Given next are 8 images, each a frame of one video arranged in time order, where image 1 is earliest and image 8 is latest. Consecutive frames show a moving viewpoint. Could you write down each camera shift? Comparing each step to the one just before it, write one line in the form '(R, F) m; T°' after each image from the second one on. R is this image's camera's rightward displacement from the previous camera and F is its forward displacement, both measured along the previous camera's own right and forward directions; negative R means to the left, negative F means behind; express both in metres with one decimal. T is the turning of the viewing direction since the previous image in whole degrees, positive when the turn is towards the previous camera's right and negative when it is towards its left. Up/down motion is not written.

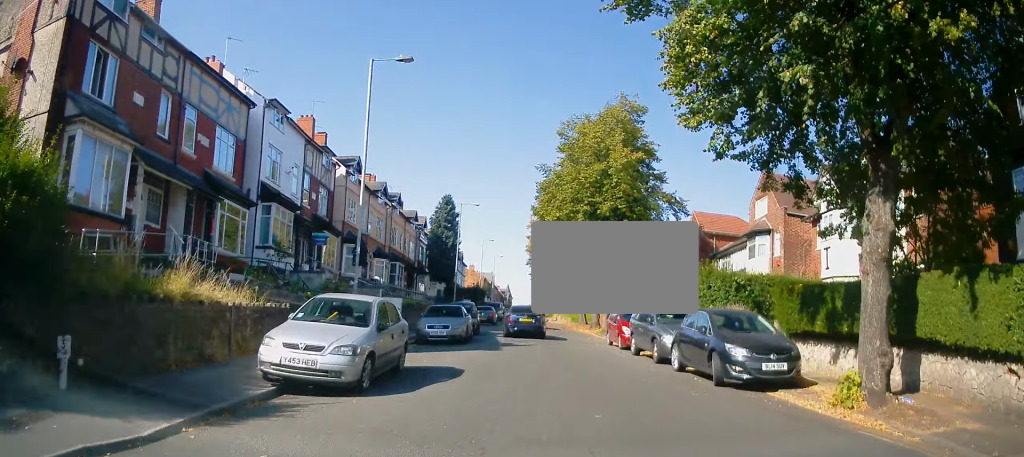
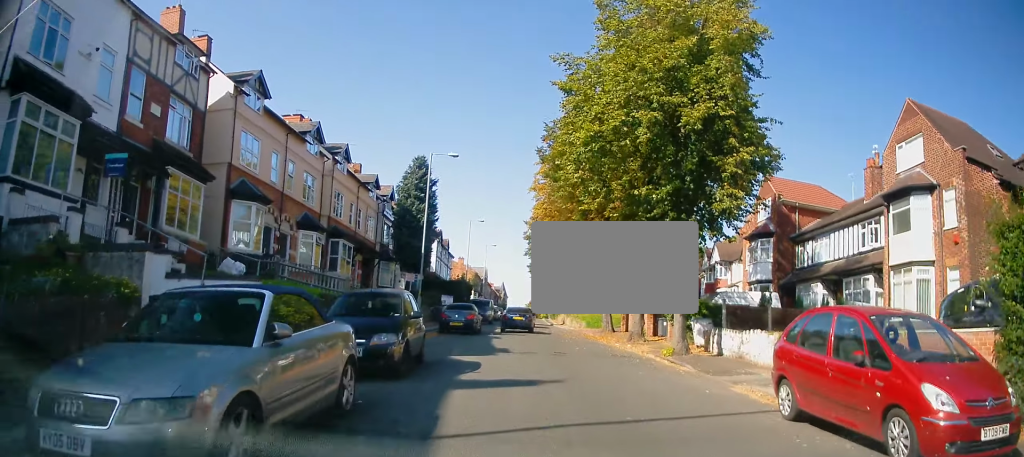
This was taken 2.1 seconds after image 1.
(+0.6, +16.5) m; +2°
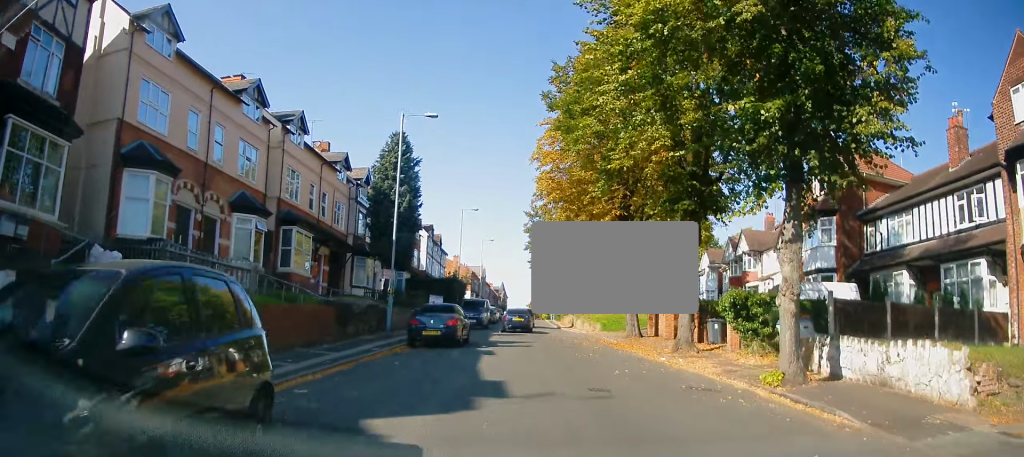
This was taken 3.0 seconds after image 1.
(-0.3, +7.9) m; -1°
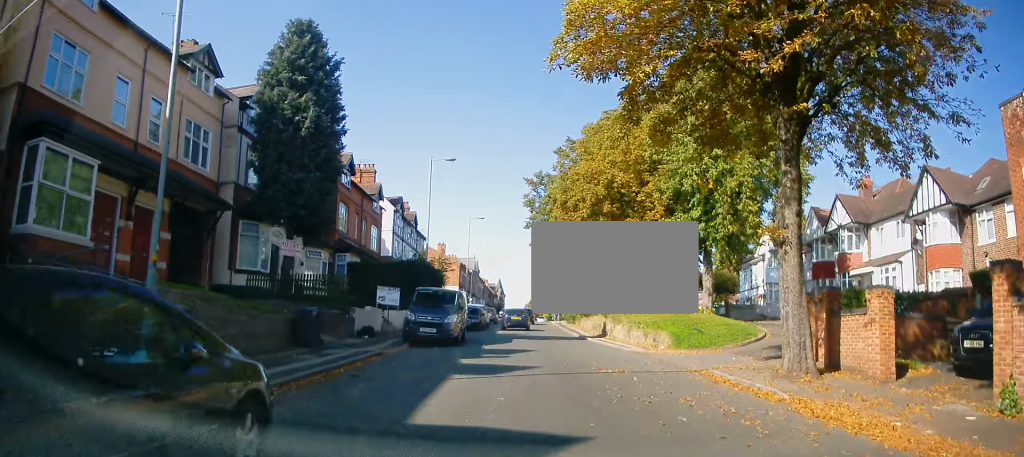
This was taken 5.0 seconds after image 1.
(+0.5, +18.0) m; +1°
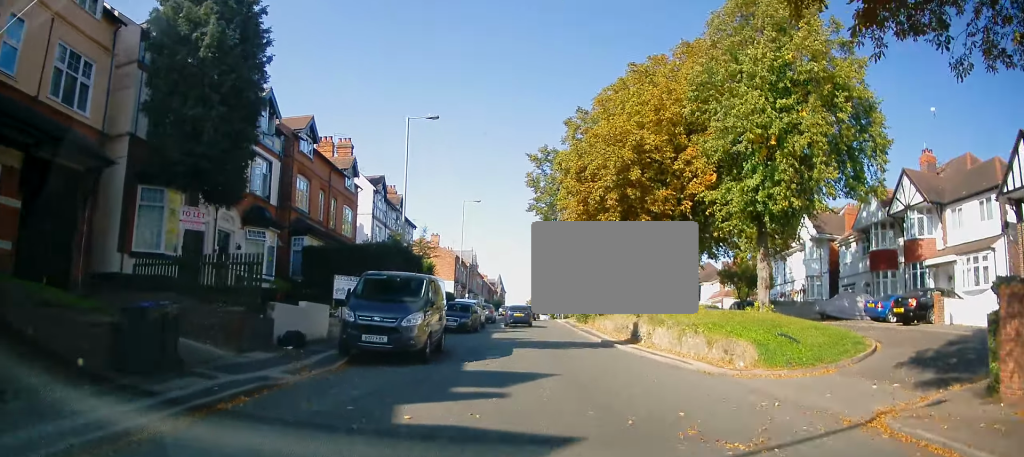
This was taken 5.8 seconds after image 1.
(-0.1, +7.6) m; 0°
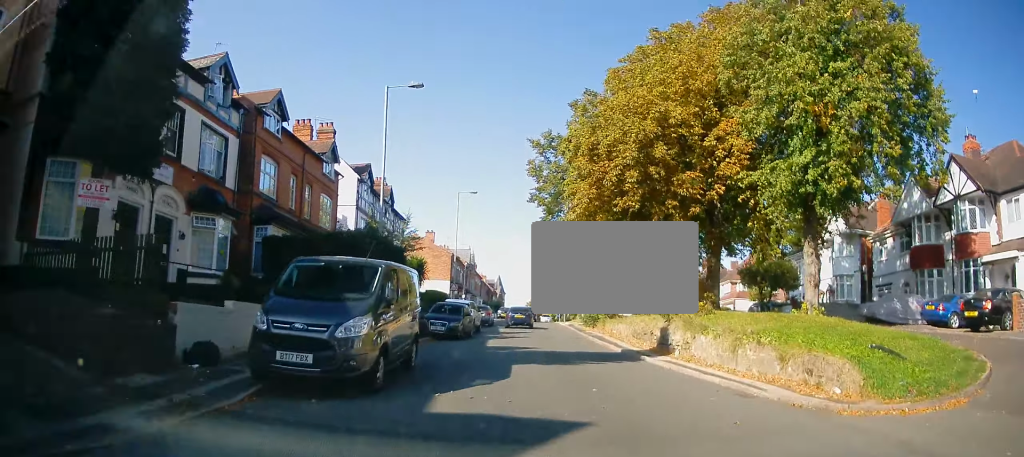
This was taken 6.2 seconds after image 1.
(-0.1, +4.4) m; 0°
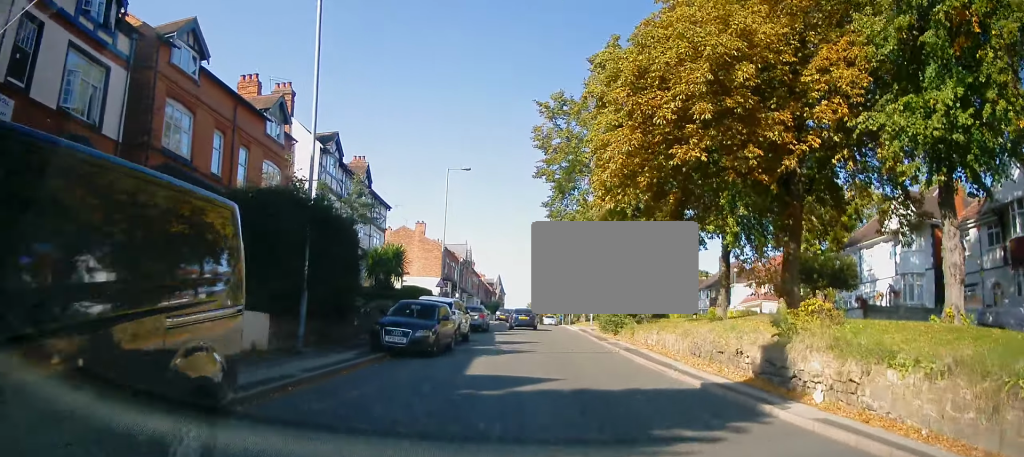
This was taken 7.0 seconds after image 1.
(+0.2, +8.0) m; 0°
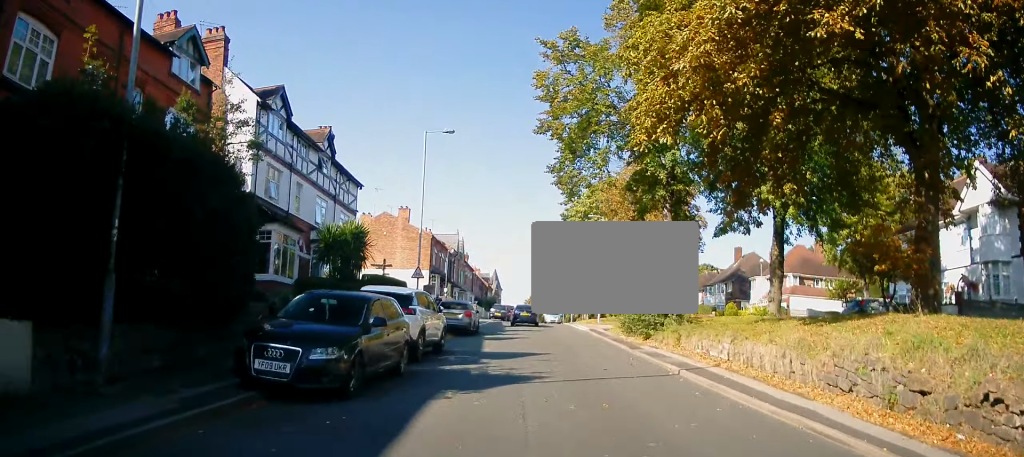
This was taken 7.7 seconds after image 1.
(0.0, +7.6) m; +1°
